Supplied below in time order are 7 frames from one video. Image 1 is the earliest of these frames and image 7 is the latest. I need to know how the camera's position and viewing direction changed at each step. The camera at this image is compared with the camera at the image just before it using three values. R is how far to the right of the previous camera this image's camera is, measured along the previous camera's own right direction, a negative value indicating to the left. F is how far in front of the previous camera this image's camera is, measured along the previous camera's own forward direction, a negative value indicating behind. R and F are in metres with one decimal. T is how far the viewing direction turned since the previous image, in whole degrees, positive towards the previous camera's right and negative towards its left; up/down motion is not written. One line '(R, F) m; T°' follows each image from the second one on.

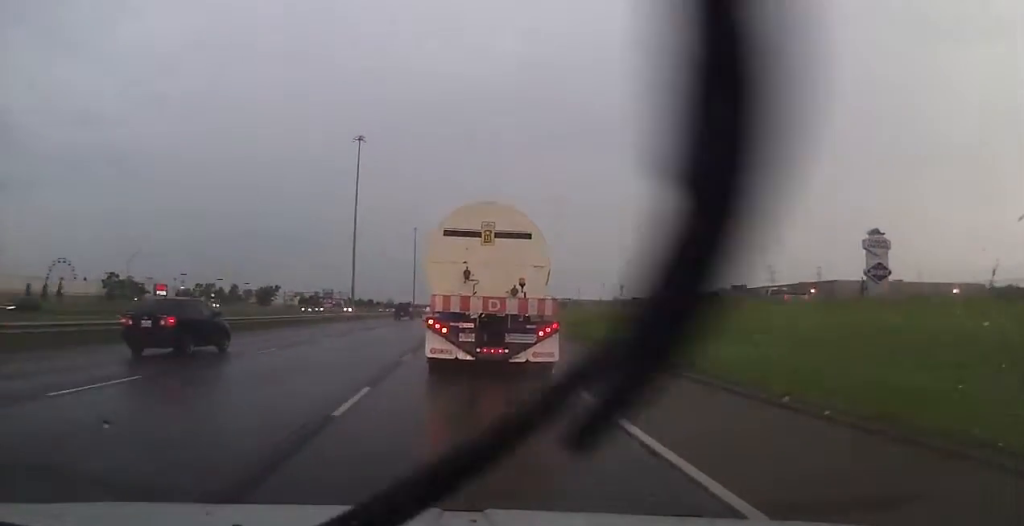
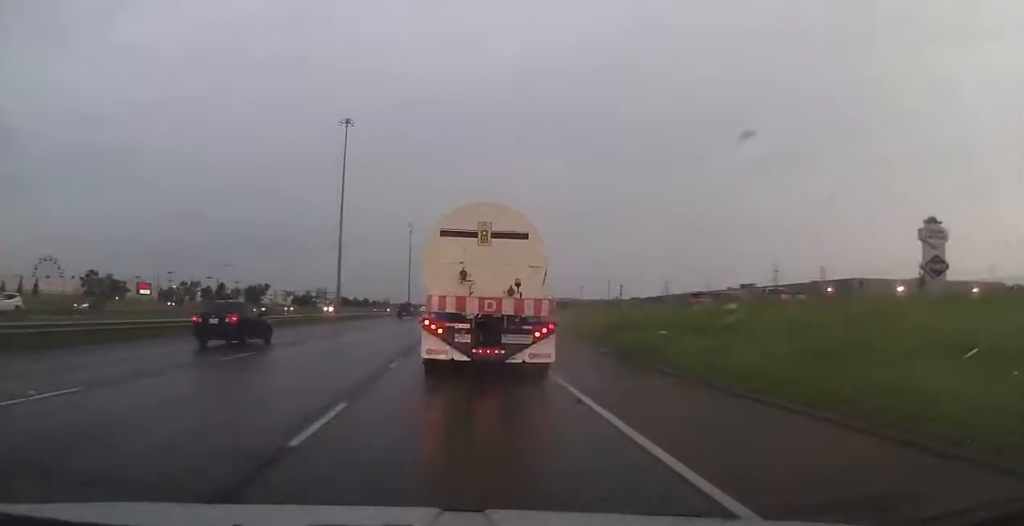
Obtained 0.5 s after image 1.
(-0.2, +10.8) m; 0°
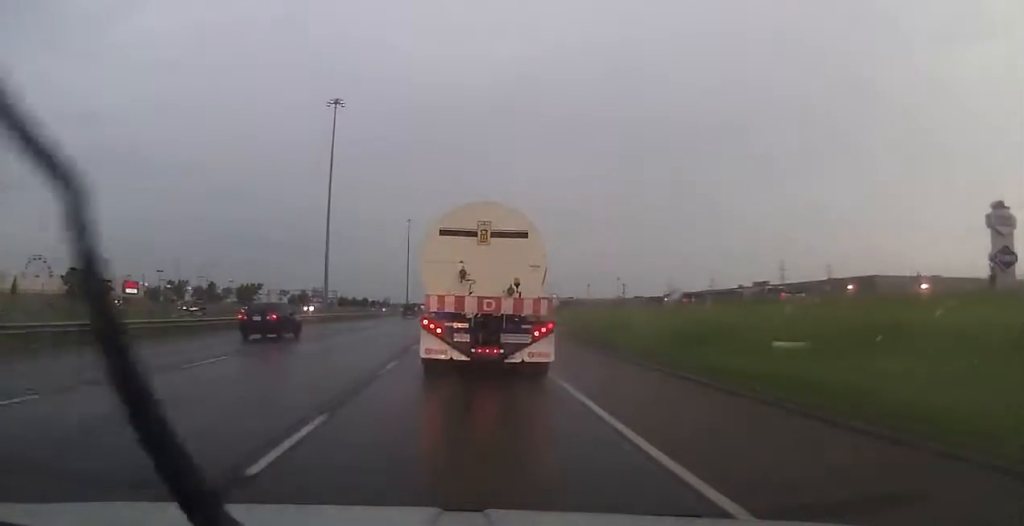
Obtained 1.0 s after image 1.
(-0.1, +10.1) m; 0°
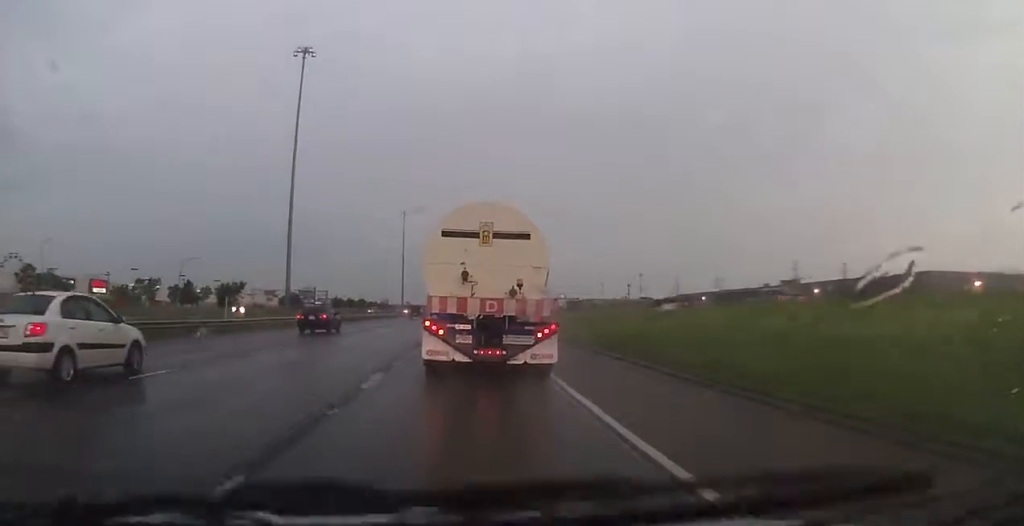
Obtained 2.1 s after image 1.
(+0.5, +21.0) m; +1°
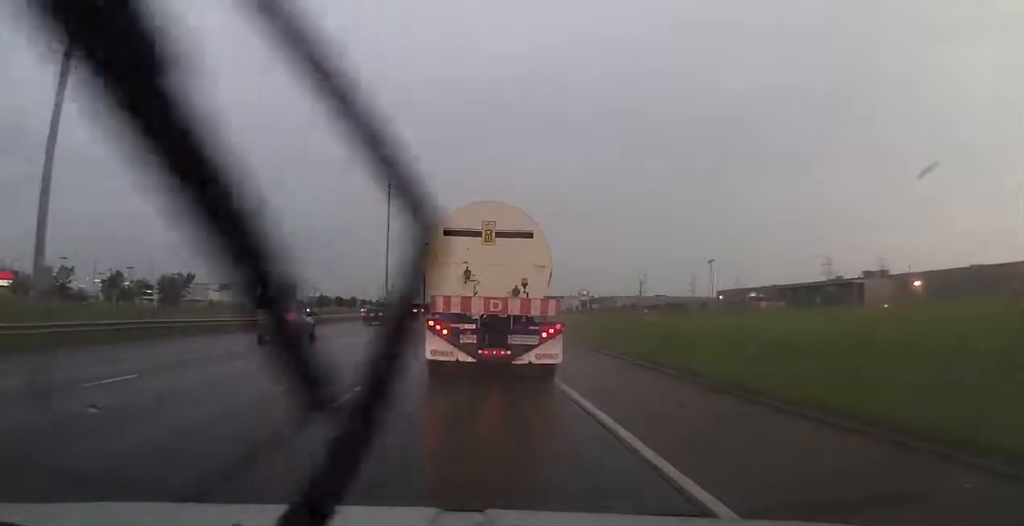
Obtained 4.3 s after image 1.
(-0.6, +46.0) m; -1°
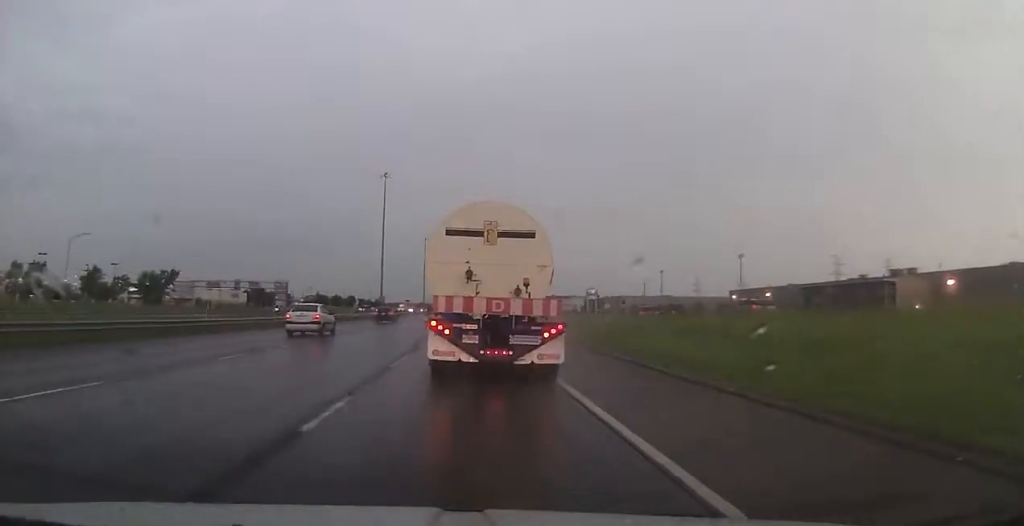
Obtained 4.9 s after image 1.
(0.0, +11.5) m; 0°
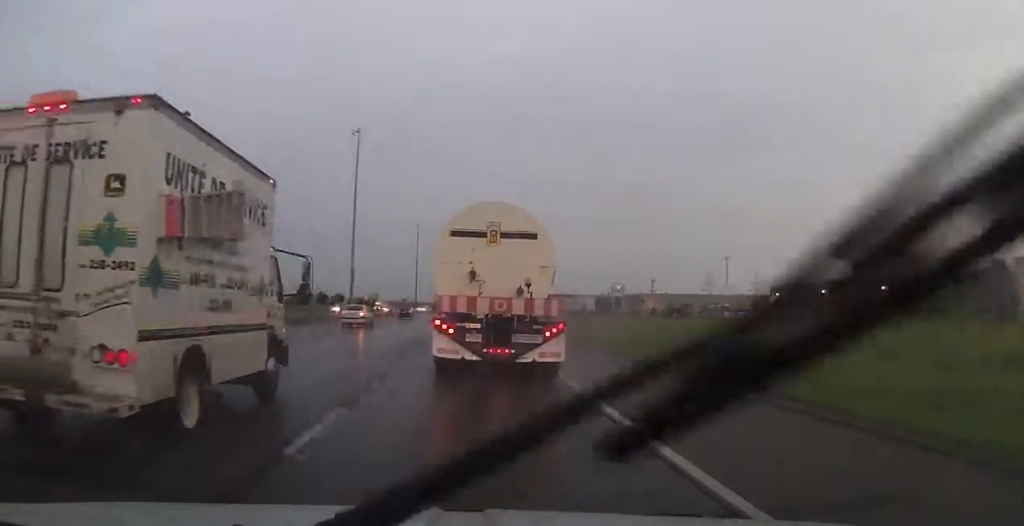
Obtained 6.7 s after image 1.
(0.0, +37.1) m; 0°
